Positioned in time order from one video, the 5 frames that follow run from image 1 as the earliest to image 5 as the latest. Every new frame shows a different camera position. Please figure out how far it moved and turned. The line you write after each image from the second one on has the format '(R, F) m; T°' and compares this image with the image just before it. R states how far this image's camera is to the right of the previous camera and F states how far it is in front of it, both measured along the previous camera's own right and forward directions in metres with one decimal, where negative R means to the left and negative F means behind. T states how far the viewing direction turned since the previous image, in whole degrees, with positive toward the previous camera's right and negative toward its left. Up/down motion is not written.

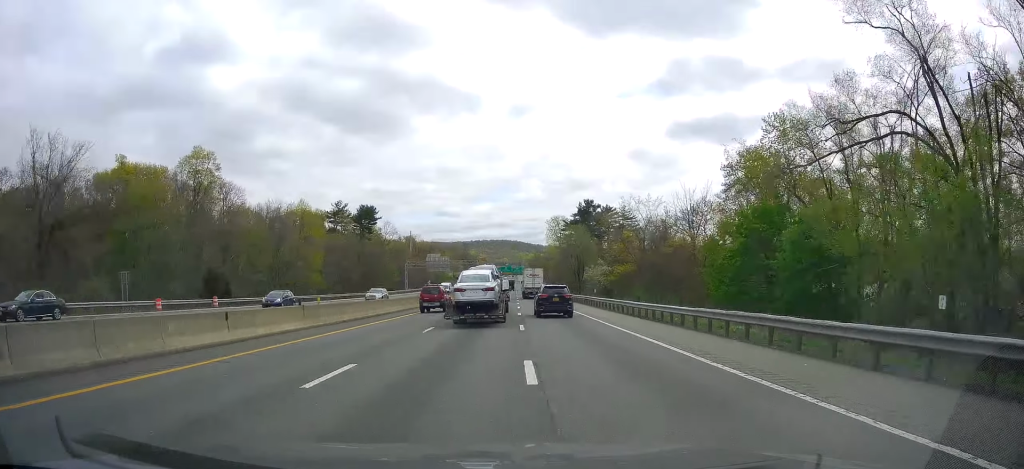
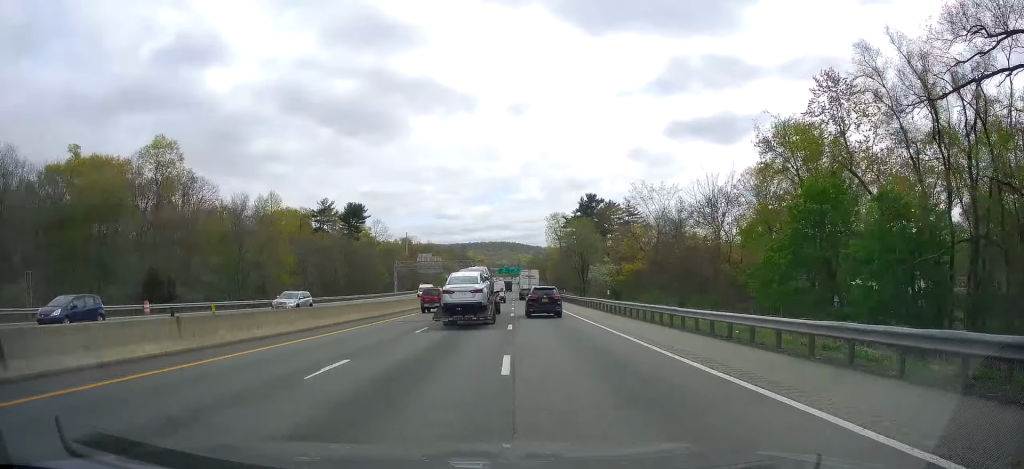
(0.0, +11.0) m; 0°
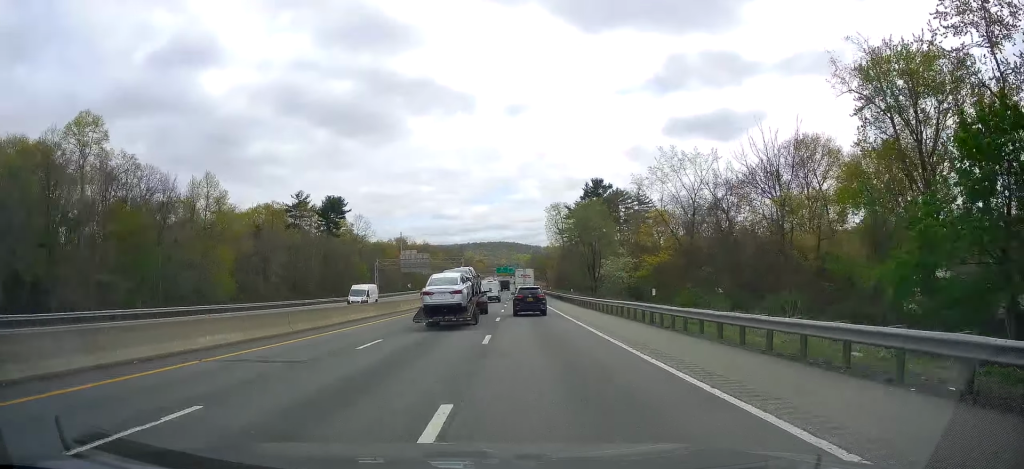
(0.0, +17.8) m; +1°
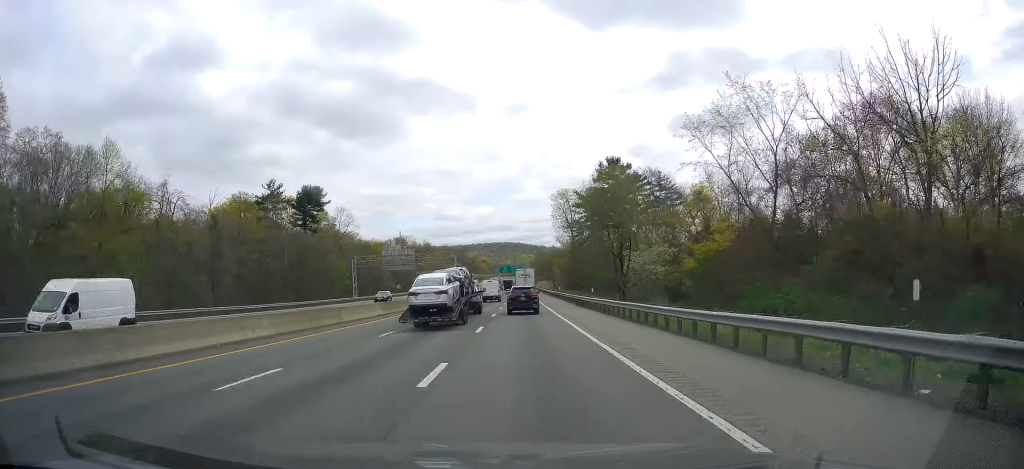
(+0.3, +19.4) m; 0°
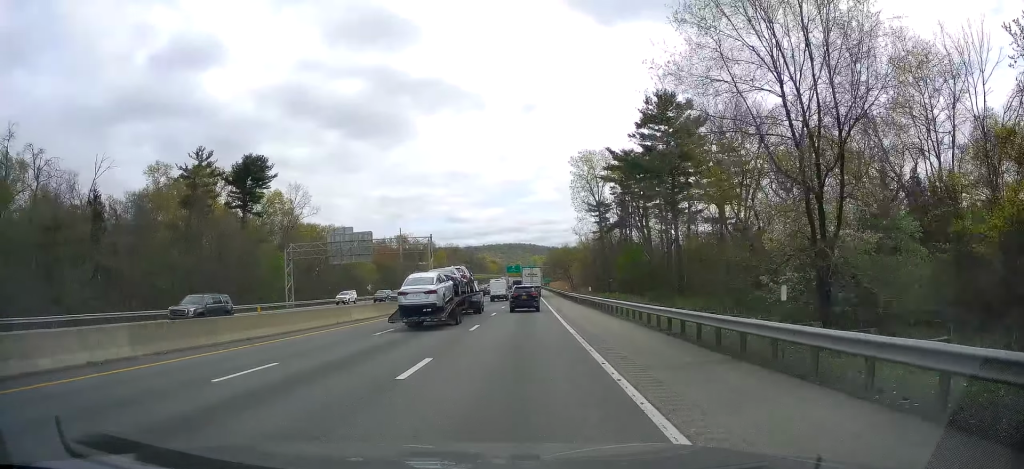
(-0.3, +34.9) m; -1°
